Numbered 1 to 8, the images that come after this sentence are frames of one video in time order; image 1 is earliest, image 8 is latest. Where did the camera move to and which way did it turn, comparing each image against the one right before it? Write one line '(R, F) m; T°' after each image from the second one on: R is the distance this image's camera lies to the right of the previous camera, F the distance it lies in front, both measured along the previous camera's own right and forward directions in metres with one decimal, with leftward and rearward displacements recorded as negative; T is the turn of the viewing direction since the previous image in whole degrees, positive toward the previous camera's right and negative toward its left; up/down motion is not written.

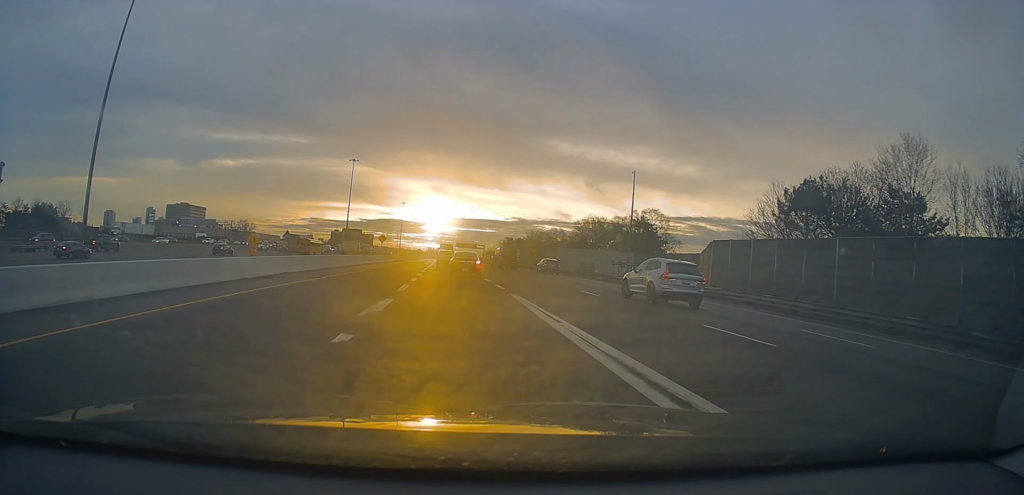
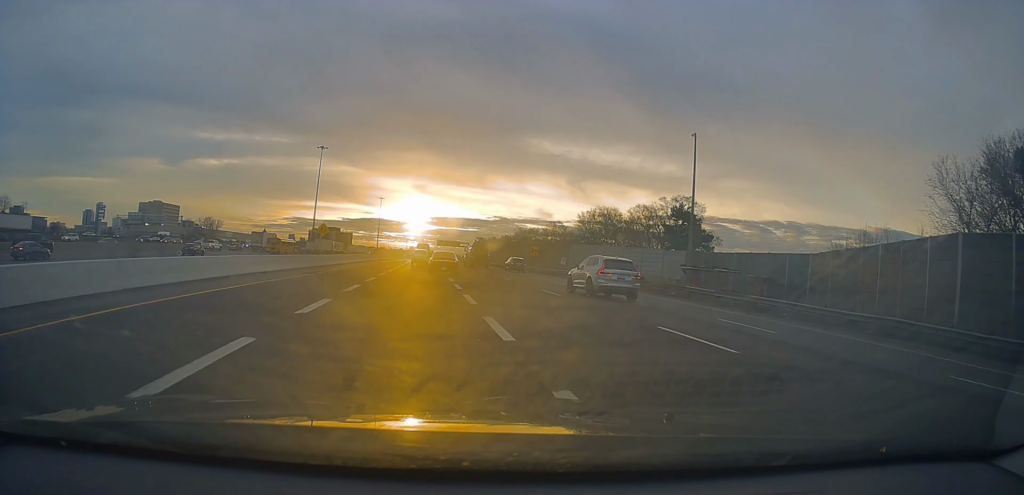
(-0.4, +25.8) m; -1°
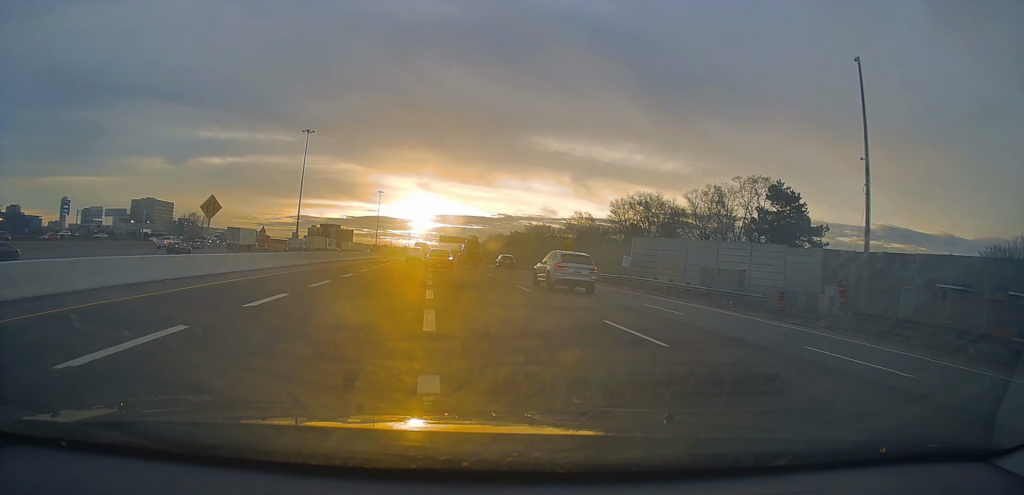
(+0.2, +24.6) m; +2°
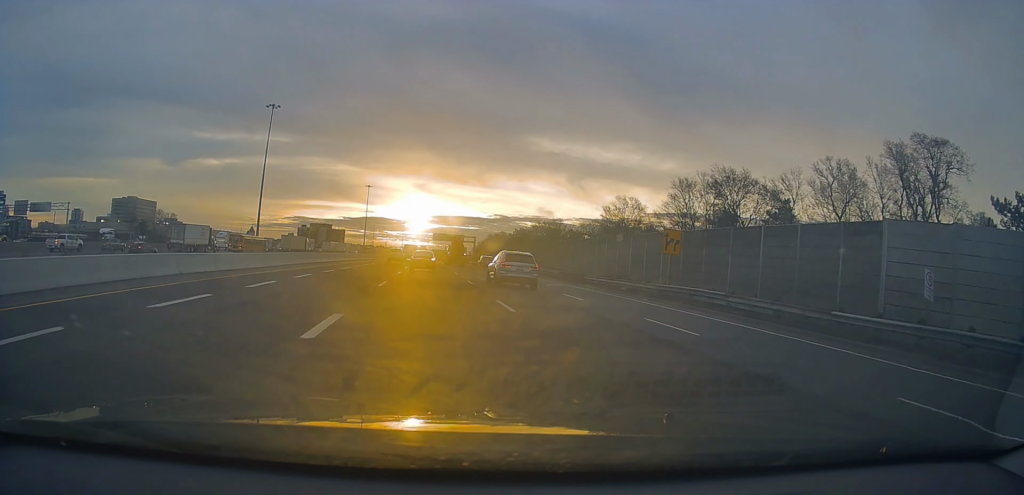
(+0.7, +32.6) m; +1°
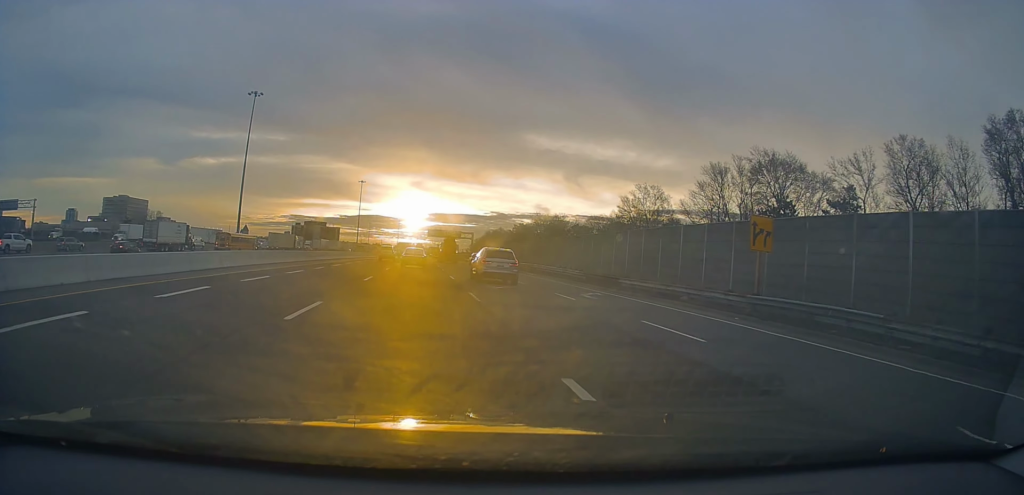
(-0.3, +10.8) m; 0°
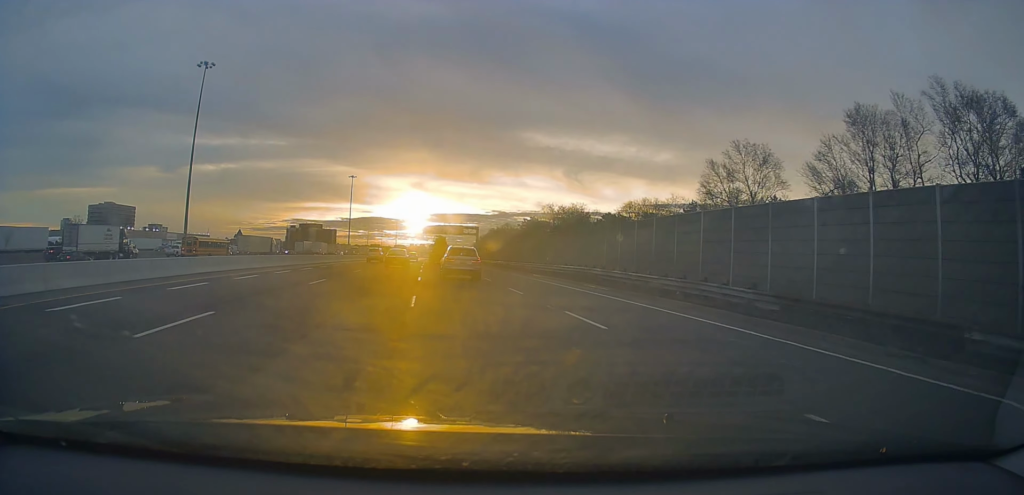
(+0.4, +26.9) m; 0°
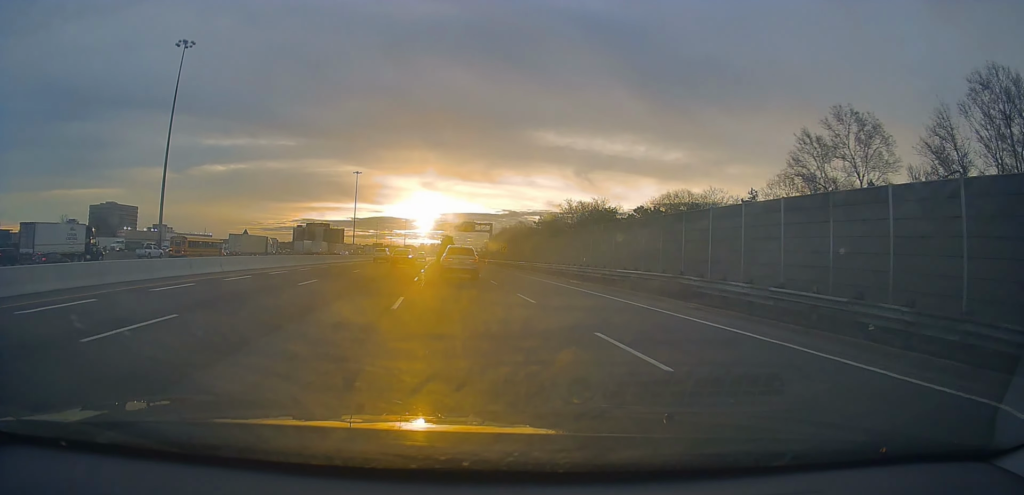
(-0.3, +13.3) m; -2°
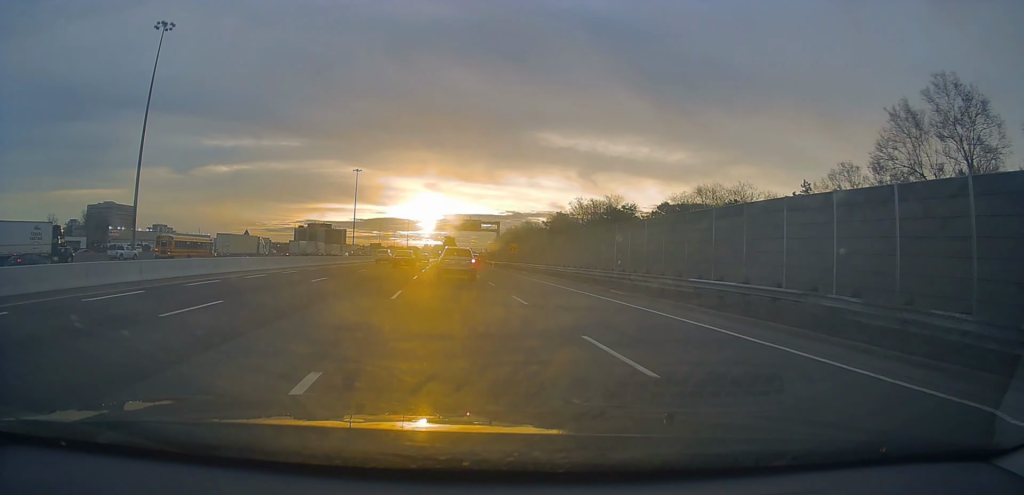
(0.0, +9.6) m; -1°
